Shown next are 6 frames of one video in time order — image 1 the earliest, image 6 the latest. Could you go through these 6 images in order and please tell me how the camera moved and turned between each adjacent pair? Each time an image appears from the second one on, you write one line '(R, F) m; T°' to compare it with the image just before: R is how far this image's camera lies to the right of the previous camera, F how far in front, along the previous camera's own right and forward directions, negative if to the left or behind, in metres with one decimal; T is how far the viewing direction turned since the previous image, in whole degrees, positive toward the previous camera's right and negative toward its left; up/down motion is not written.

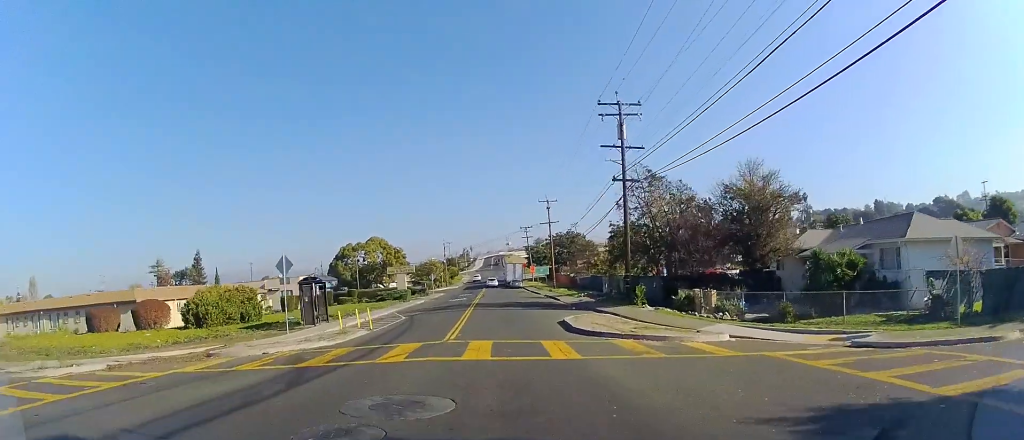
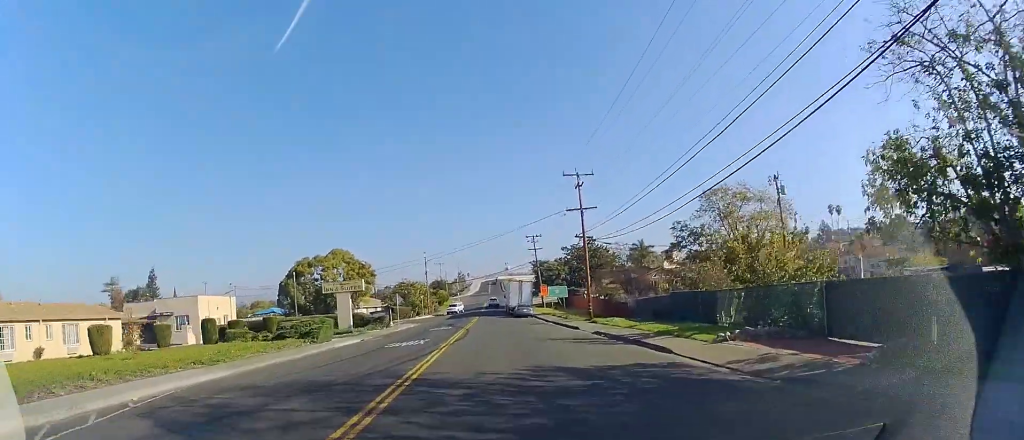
(-1.0, +27.2) m; -1°
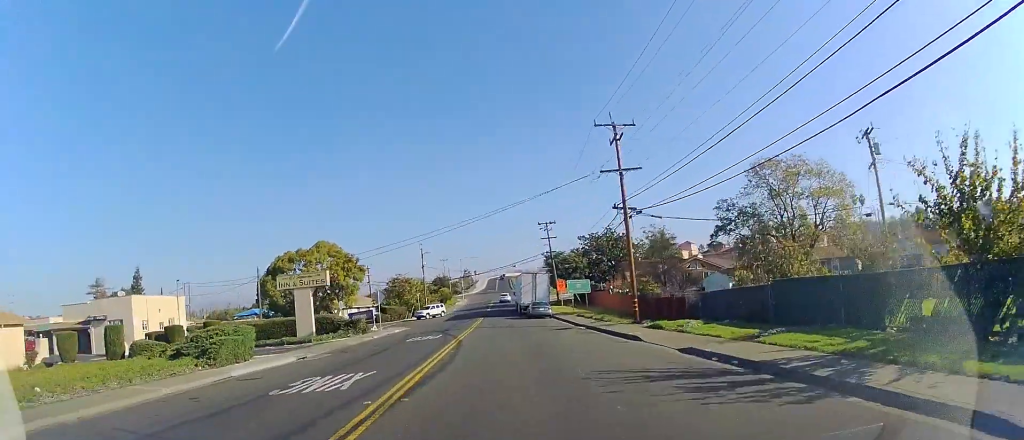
(+0.4, +11.6) m; +2°
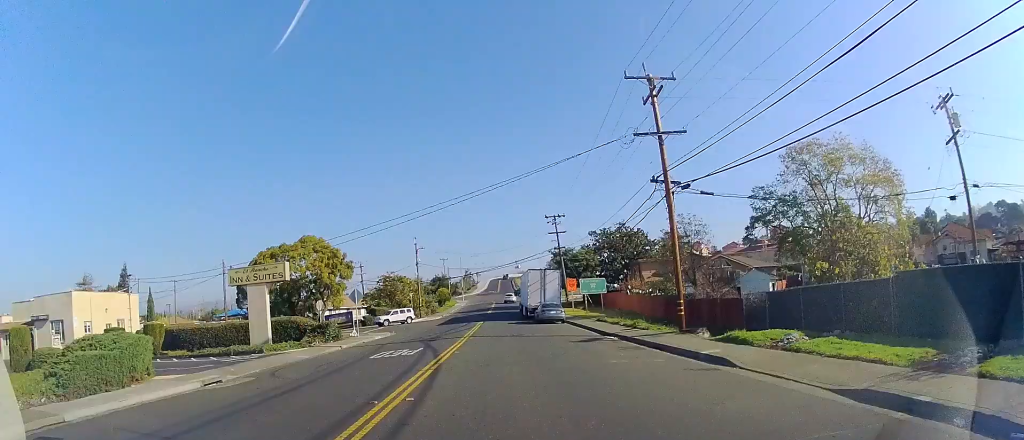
(-0.1, +7.2) m; -1°
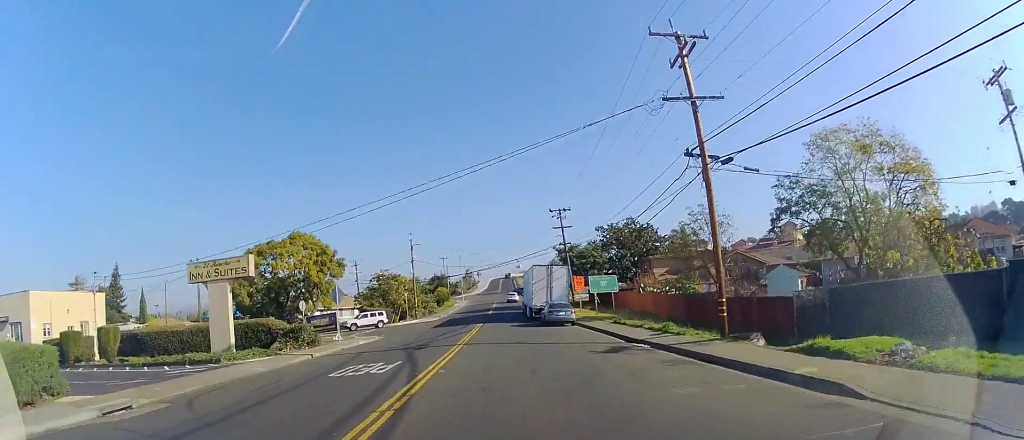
(0.0, +4.1) m; 0°
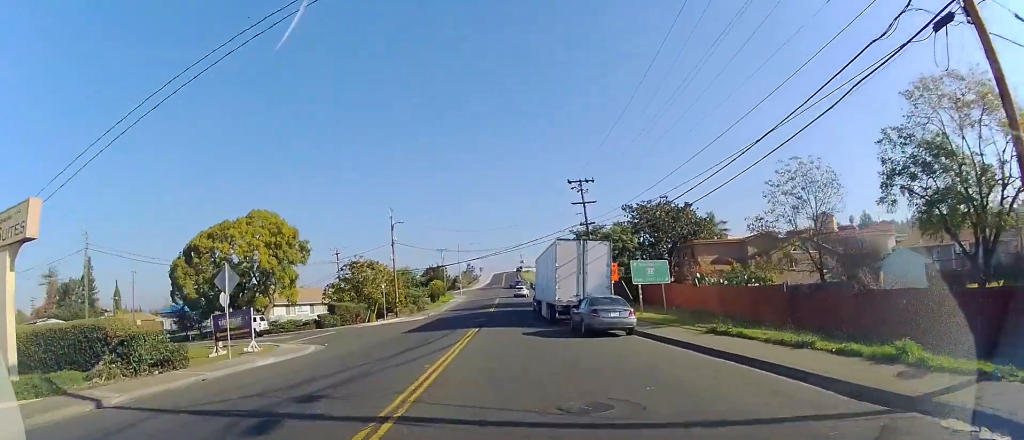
(+0.1, +12.7) m; +1°
